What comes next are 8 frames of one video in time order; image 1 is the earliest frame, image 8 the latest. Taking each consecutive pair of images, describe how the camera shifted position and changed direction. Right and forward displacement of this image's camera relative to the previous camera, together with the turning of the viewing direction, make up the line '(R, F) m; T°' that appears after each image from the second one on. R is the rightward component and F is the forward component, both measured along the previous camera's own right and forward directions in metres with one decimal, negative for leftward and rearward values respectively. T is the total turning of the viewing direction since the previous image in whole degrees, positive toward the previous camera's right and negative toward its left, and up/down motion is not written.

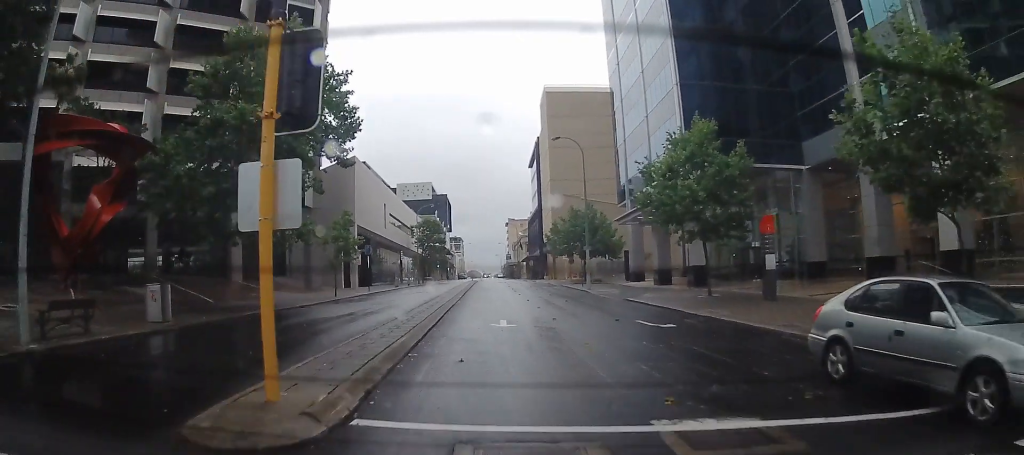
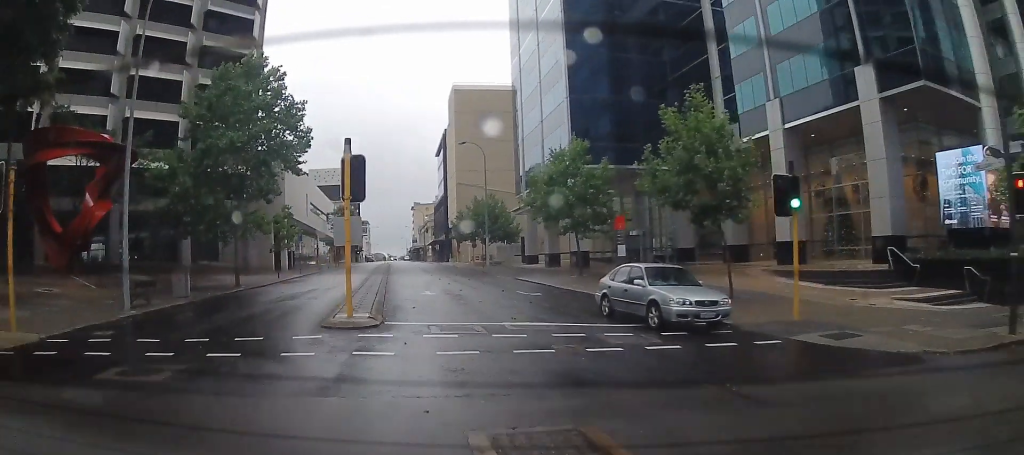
(+0.3, +4.2) m; +9°
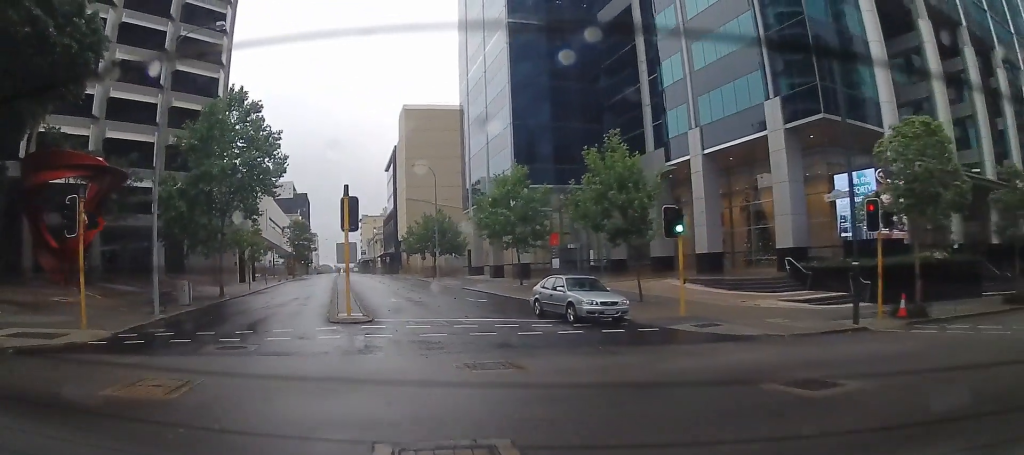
(+0.1, +2.8) m; +11°
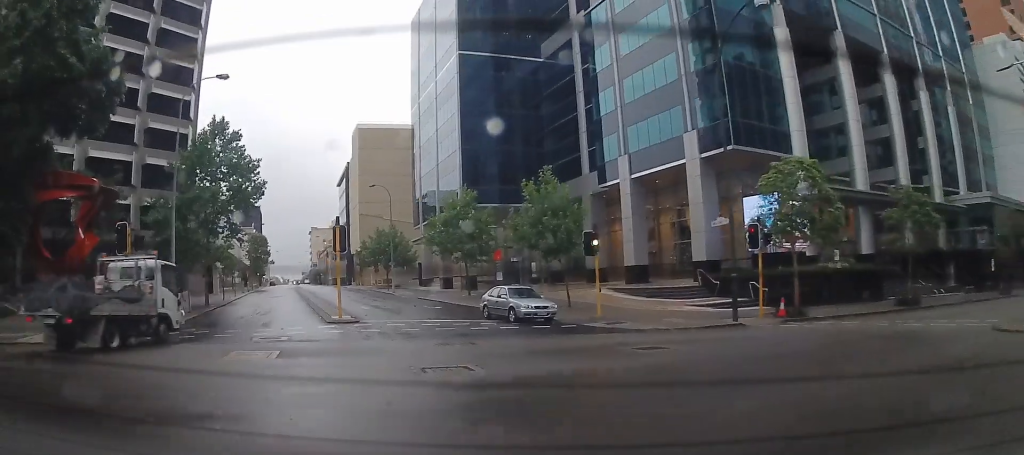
(+0.4, +3.3) m; +12°
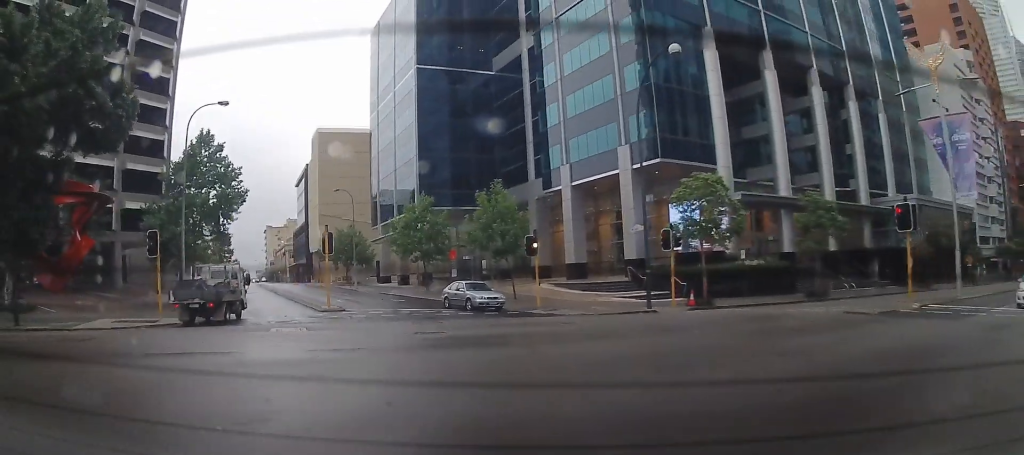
(+0.3, +3.6) m; +10°
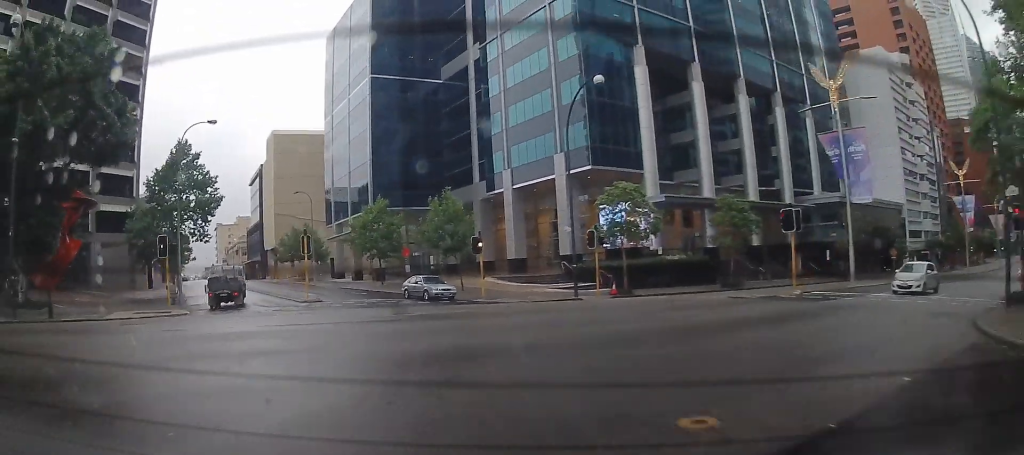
(+0.4, +3.9) m; +5°
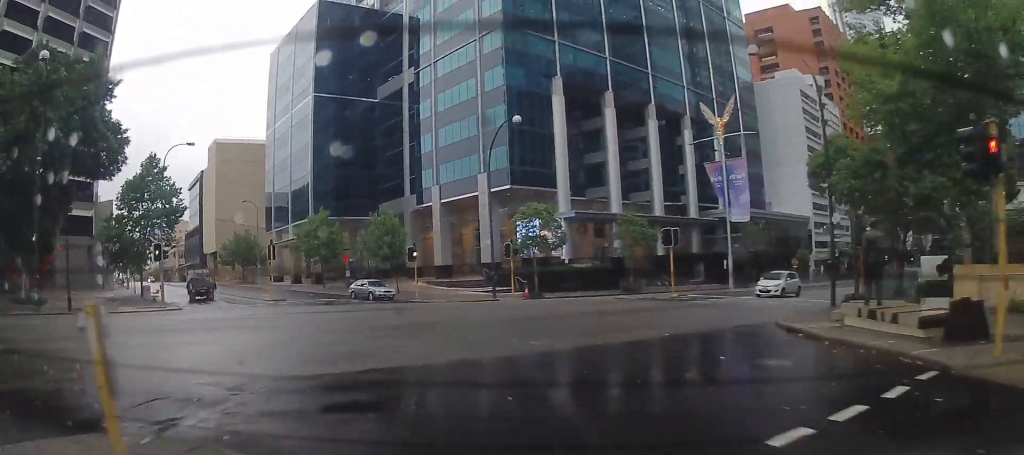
(+0.2, +5.1) m; +5°
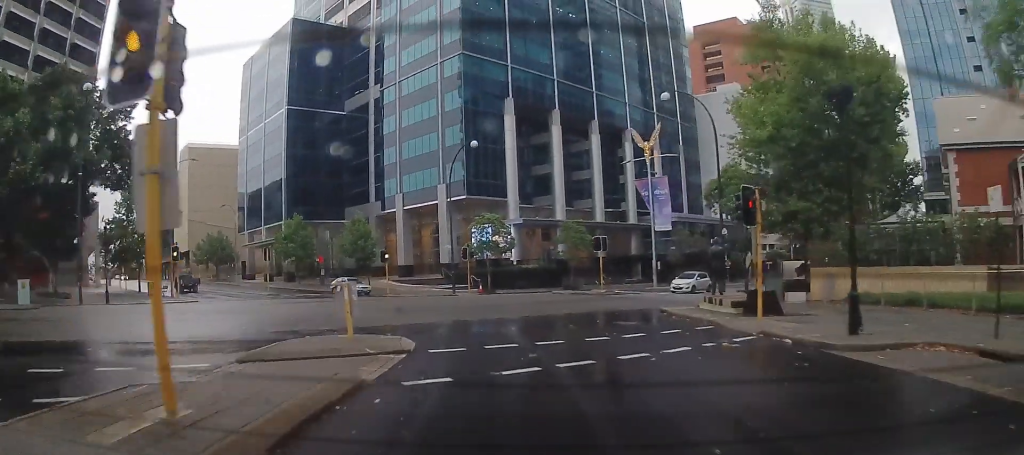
(+0.2, +5.8) m; +4°
